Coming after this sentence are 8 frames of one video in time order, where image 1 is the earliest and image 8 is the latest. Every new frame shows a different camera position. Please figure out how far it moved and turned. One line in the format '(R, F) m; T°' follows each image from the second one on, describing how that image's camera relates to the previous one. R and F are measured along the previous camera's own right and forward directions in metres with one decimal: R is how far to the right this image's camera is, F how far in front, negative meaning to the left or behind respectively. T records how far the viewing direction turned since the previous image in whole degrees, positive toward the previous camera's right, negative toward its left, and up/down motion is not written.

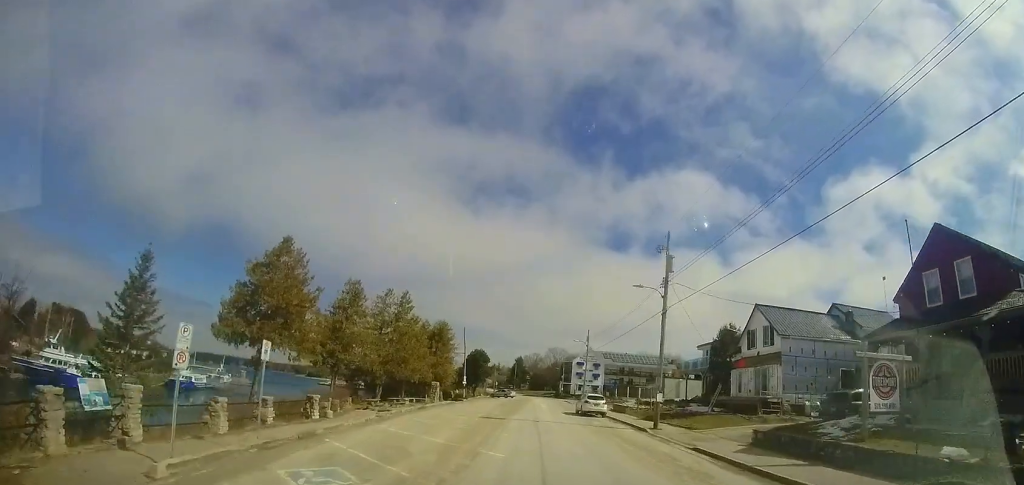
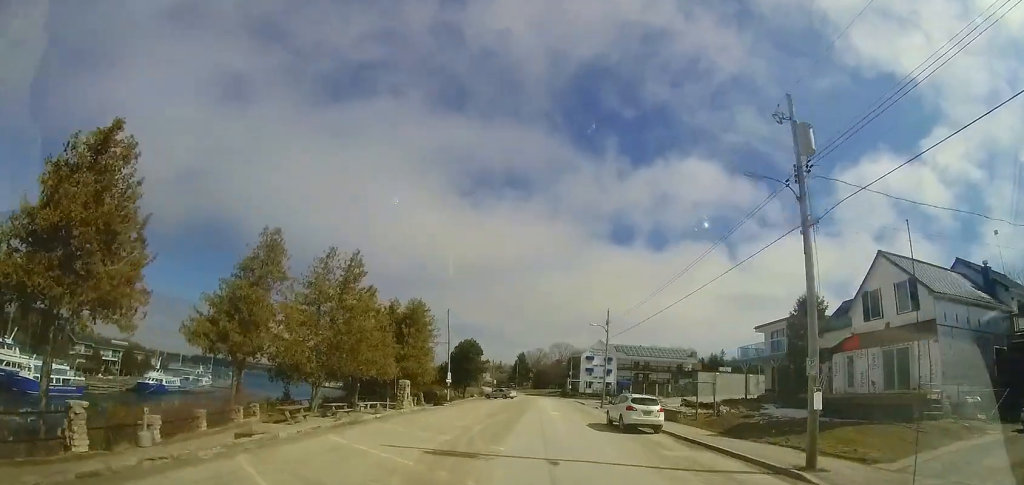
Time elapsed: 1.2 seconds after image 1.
(+0.2, +12.0) m; 0°
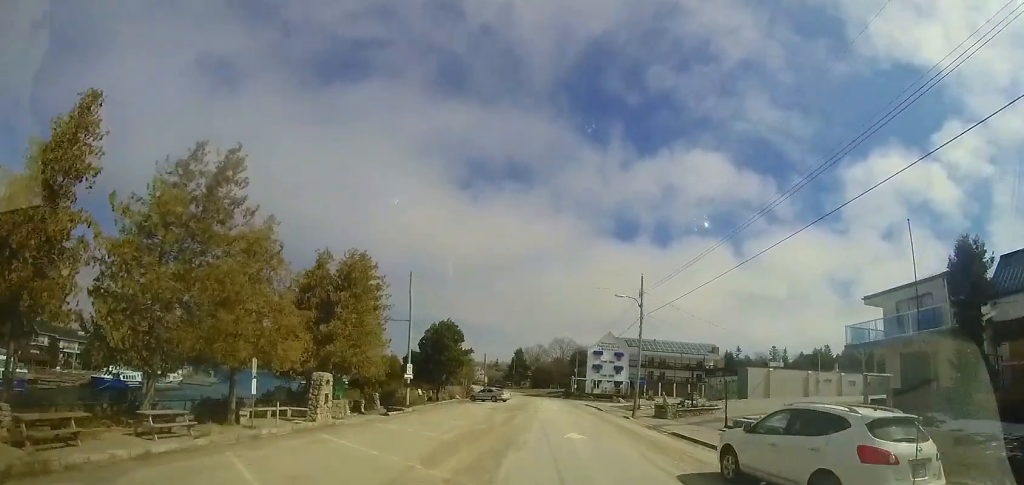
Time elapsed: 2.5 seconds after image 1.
(-0.3, +12.8) m; 0°
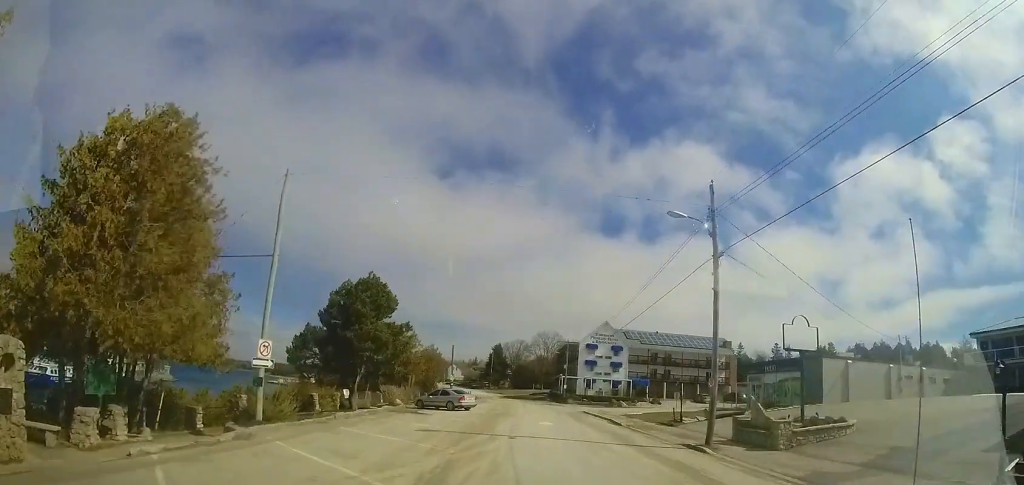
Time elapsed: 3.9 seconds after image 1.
(+0.5, +13.3) m; +6°
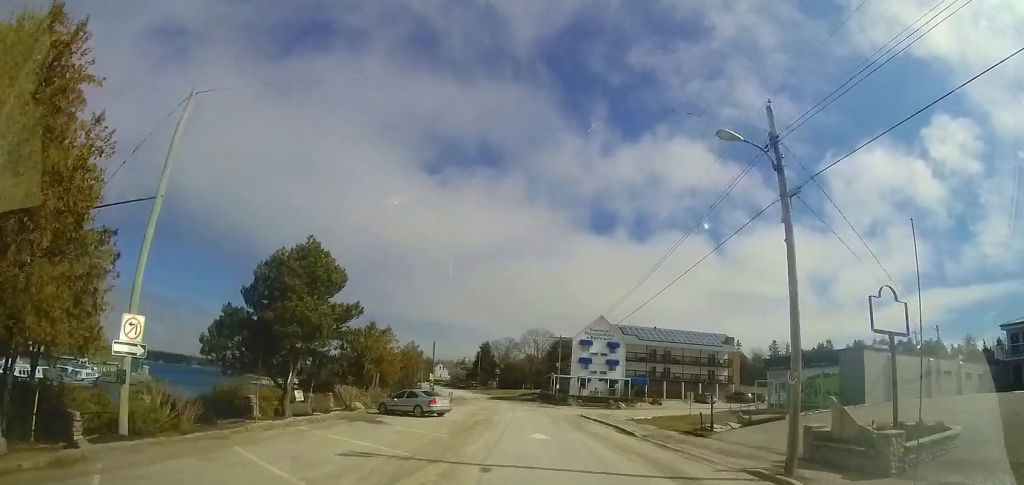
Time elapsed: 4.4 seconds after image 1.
(+0.2, +4.9) m; -1°
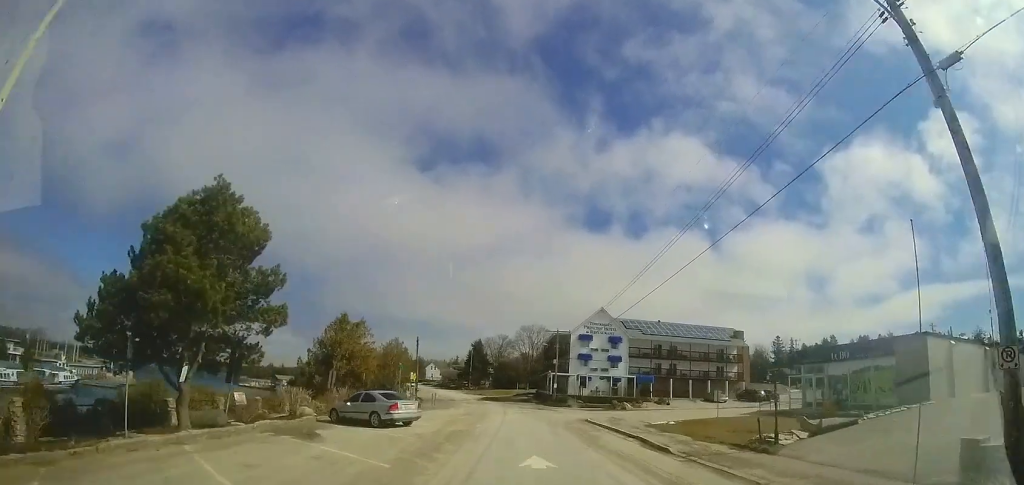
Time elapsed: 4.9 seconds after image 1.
(+0.3, +4.9) m; -1°
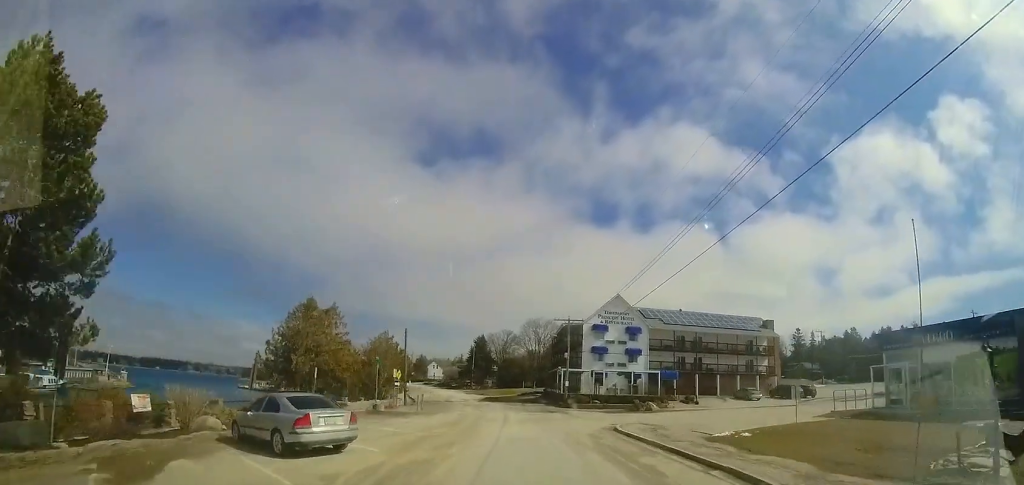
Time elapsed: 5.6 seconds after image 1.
(-0.5, +6.5) m; -1°
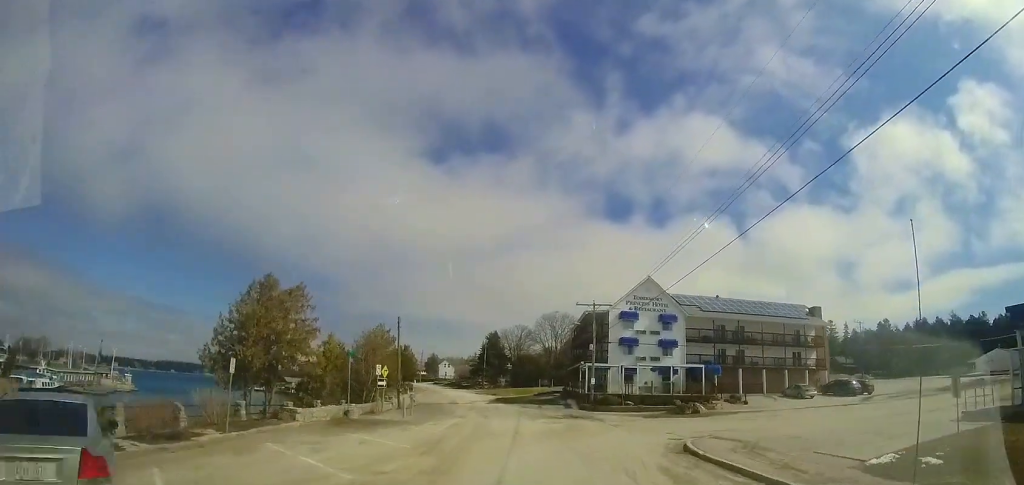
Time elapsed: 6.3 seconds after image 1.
(-0.1, +6.8) m; -1°
